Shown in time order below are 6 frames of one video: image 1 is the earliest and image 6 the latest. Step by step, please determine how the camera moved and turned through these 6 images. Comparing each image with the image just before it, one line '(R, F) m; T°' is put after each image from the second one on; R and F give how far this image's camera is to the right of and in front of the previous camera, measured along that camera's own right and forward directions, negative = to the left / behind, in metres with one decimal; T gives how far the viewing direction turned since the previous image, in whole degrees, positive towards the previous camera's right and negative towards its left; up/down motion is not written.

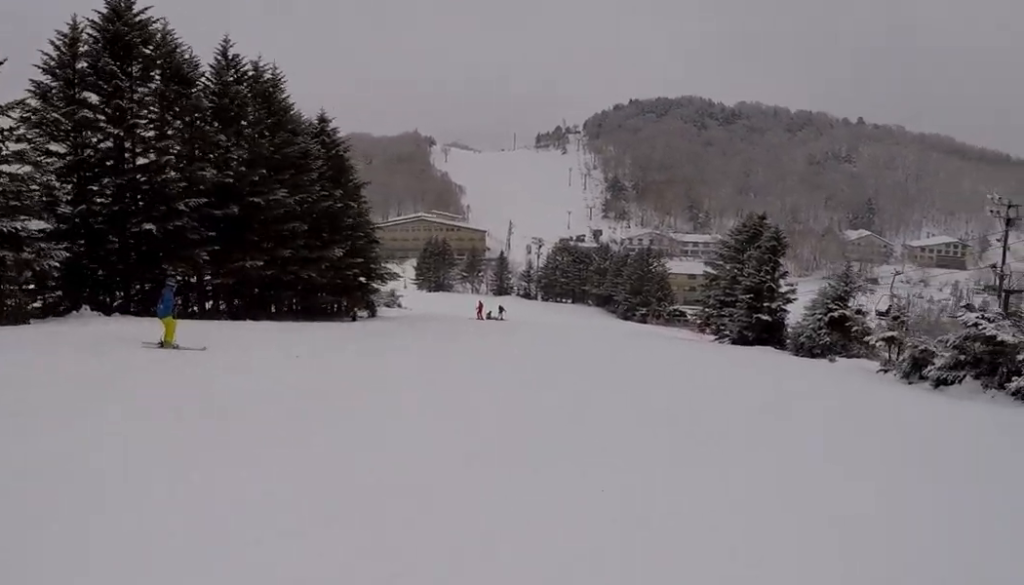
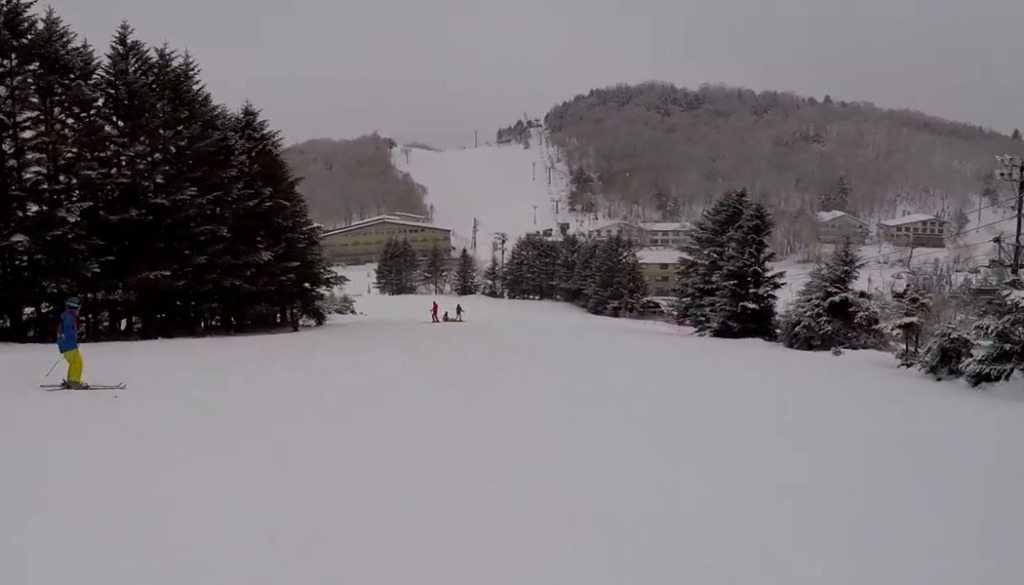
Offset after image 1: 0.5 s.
(+0.2, +4.9) m; +1°
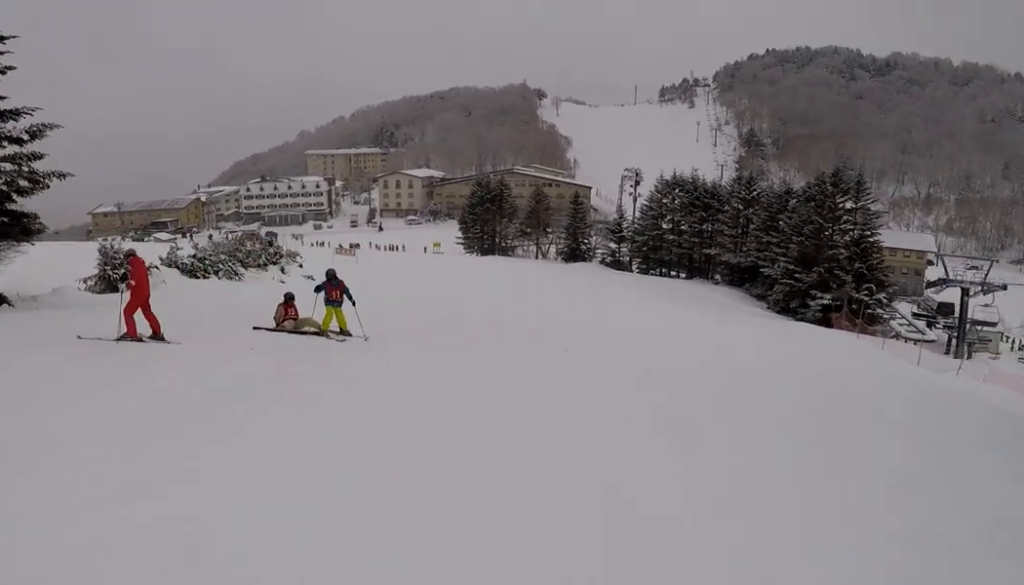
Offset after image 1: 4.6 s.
(-4.6, +40.7) m; -14°
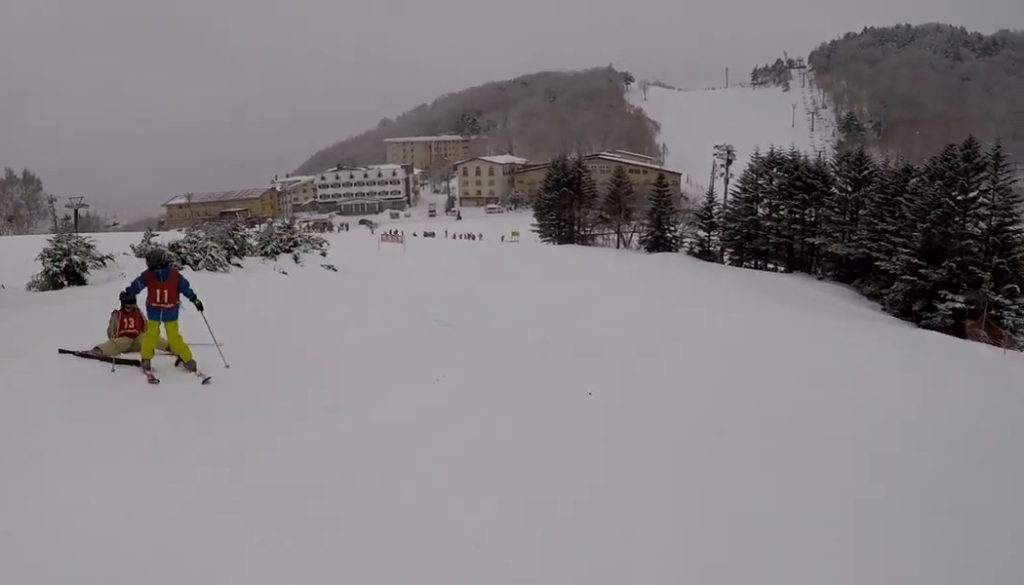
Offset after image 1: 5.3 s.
(+0.2, +6.8) m; -7°
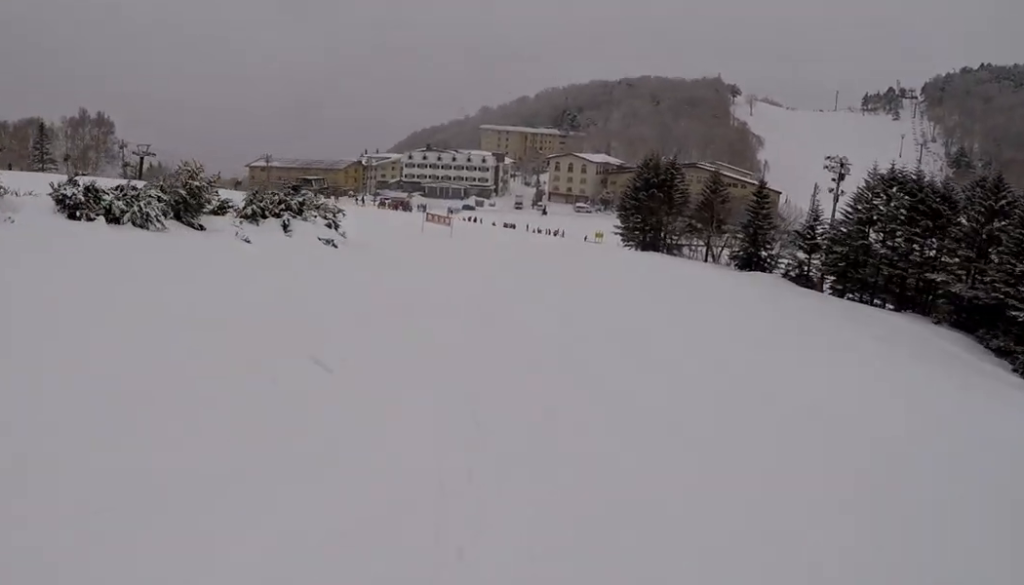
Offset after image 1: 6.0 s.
(-1.0, +7.7) m; -13°
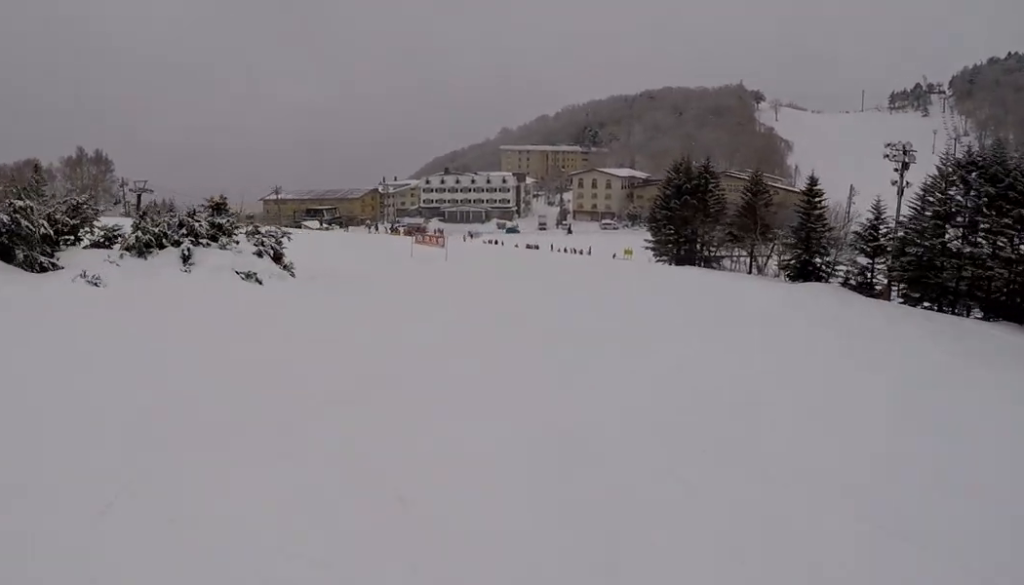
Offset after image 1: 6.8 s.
(-1.1, +7.9) m; -8°
